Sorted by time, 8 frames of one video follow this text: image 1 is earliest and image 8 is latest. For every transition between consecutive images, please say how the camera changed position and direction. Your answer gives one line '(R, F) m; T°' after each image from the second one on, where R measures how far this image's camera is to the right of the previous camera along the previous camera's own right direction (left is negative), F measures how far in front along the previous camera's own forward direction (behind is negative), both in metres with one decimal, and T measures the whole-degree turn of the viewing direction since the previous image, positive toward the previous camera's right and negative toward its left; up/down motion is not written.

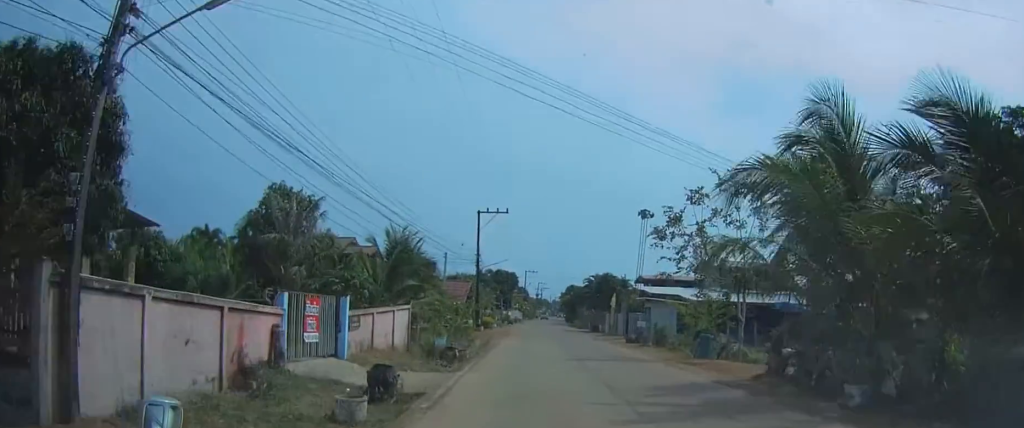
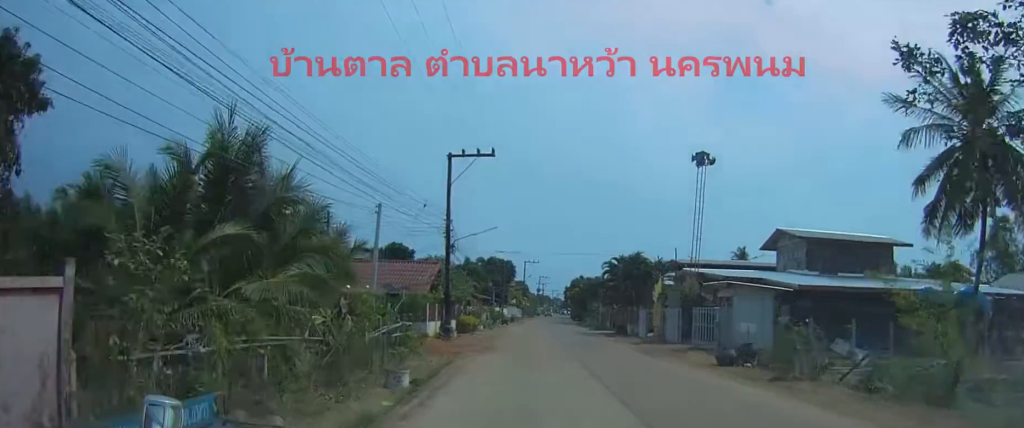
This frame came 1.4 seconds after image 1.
(-0.1, +13.6) m; -1°
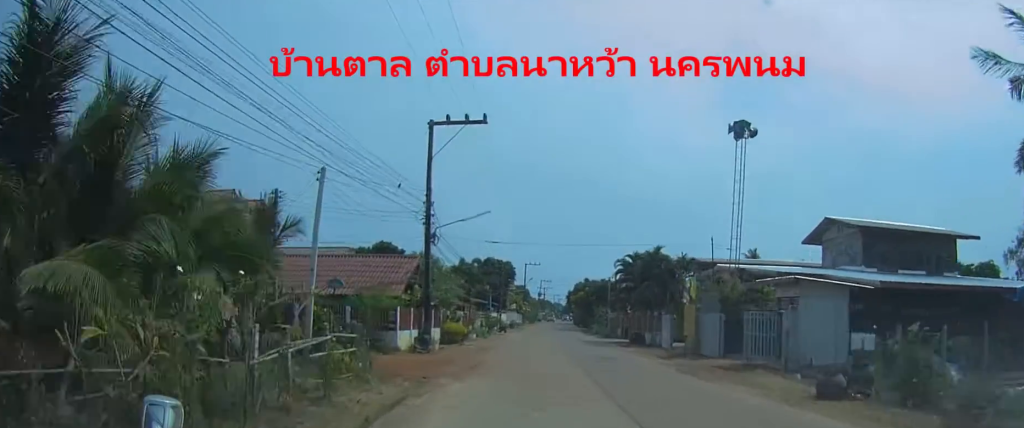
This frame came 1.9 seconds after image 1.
(0.0, +5.7) m; 0°
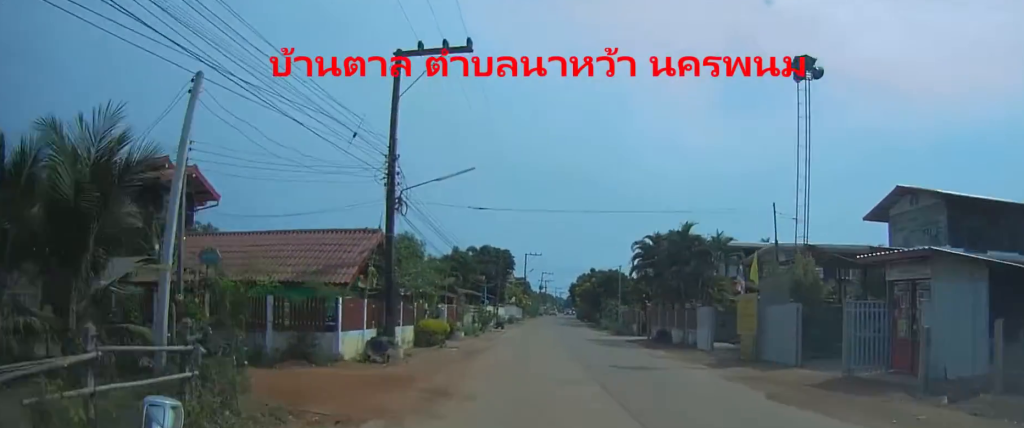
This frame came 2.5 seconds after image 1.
(-0.1, +6.7) m; 0°
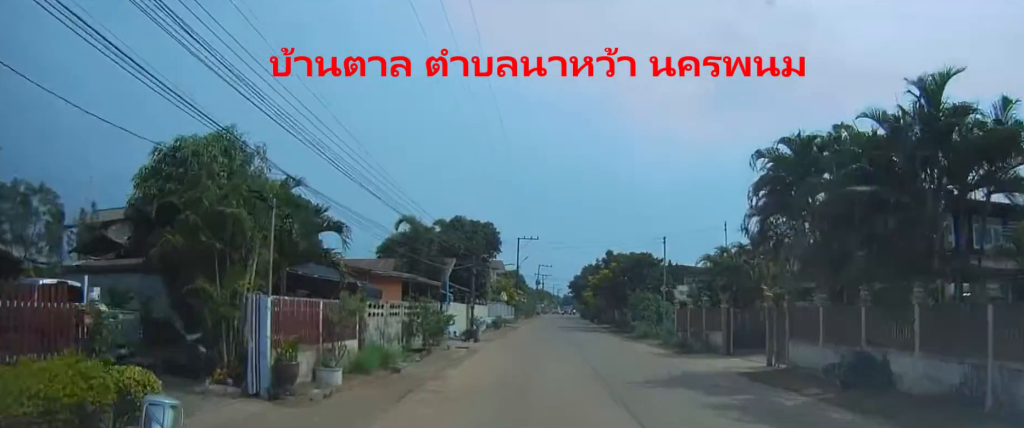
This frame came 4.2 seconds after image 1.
(+0.2, +20.4) m; +1°
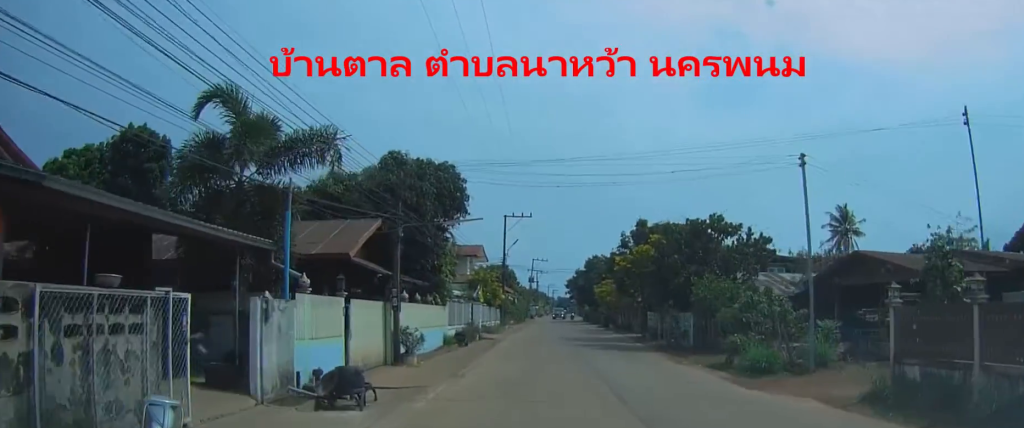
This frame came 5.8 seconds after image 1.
(0.0, +20.4) m; 0°
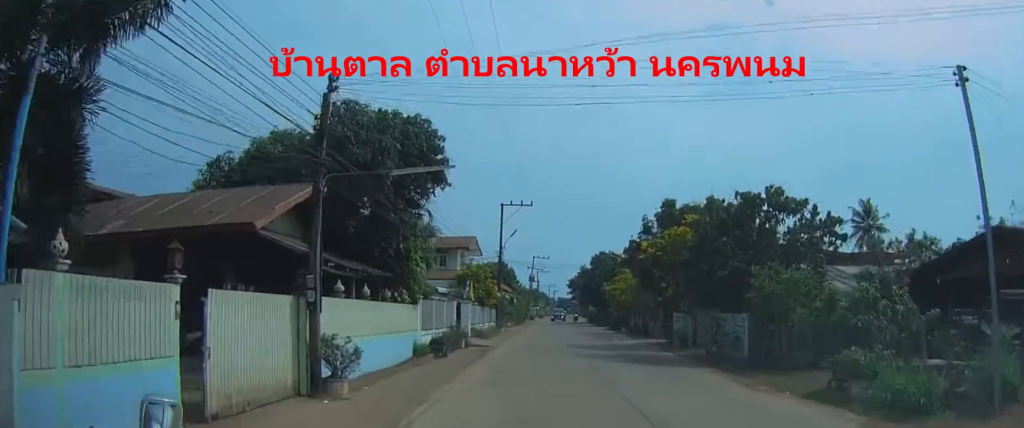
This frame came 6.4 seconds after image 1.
(0.0, +7.4) m; 0°
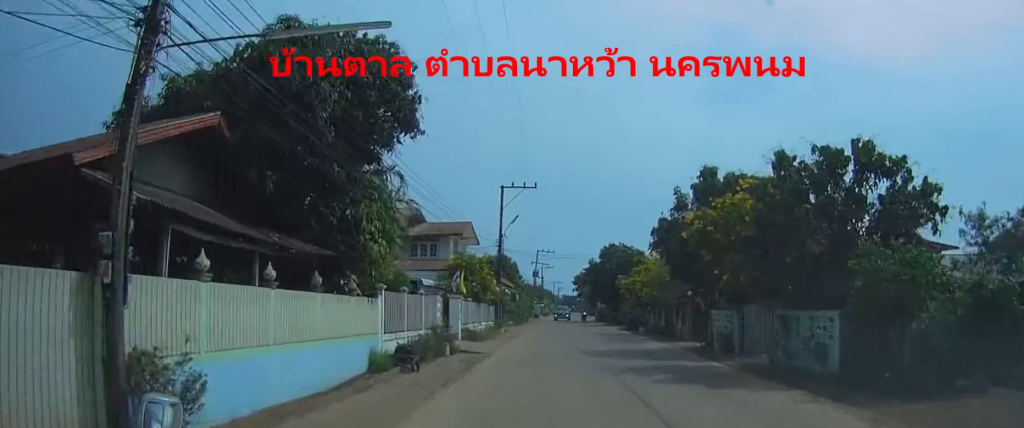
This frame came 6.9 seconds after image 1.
(0.0, +6.4) m; 0°
